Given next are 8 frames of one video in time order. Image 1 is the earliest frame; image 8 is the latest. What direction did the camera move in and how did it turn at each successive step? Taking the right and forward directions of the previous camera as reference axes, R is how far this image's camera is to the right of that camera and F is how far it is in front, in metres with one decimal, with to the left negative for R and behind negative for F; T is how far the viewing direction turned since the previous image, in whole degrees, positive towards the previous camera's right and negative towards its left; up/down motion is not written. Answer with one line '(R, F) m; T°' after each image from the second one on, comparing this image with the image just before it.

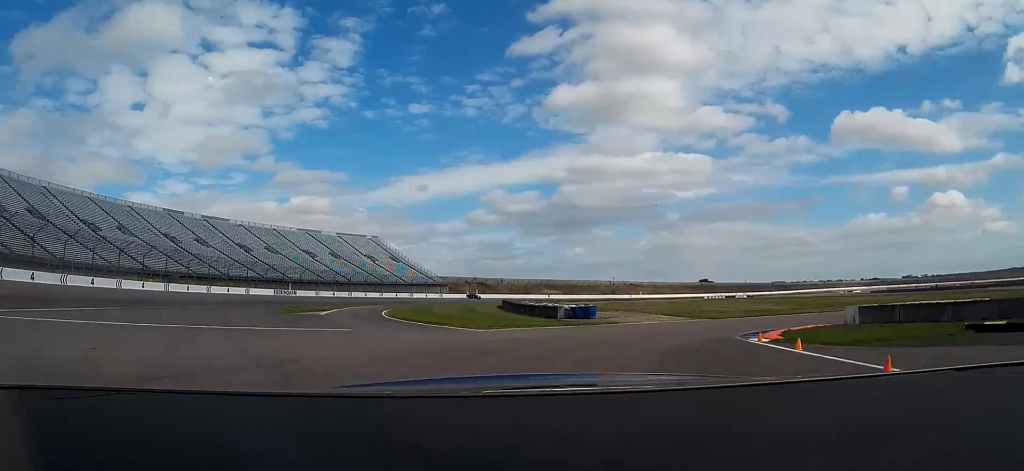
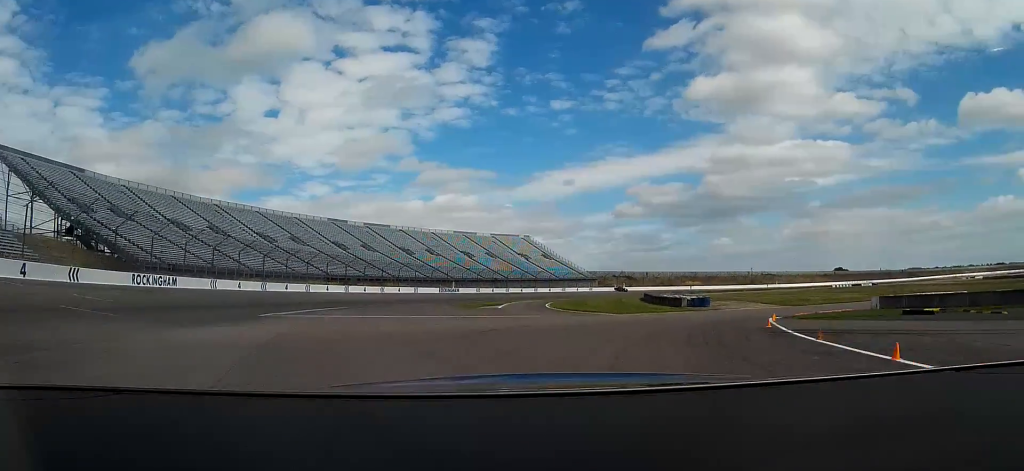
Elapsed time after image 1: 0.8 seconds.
(-2.6, +16.2) m; -14°
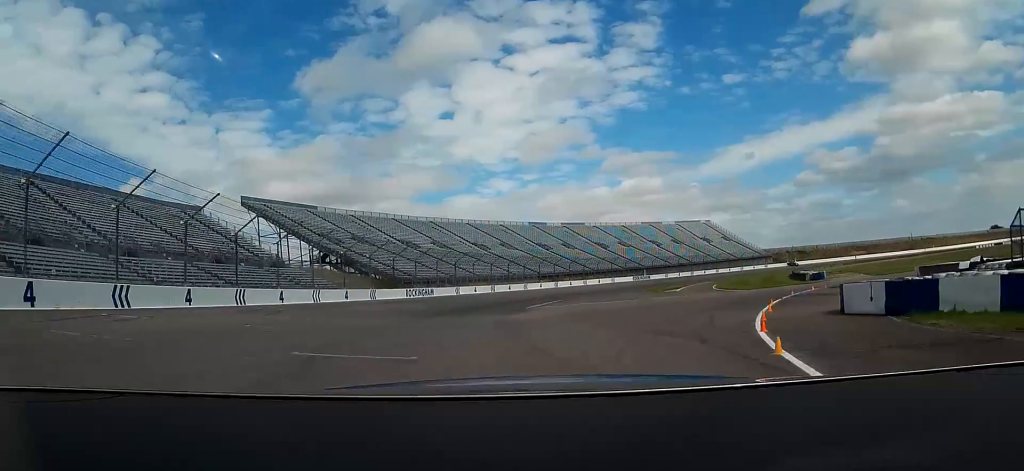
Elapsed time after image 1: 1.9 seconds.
(-3.6, +25.2) m; -16°
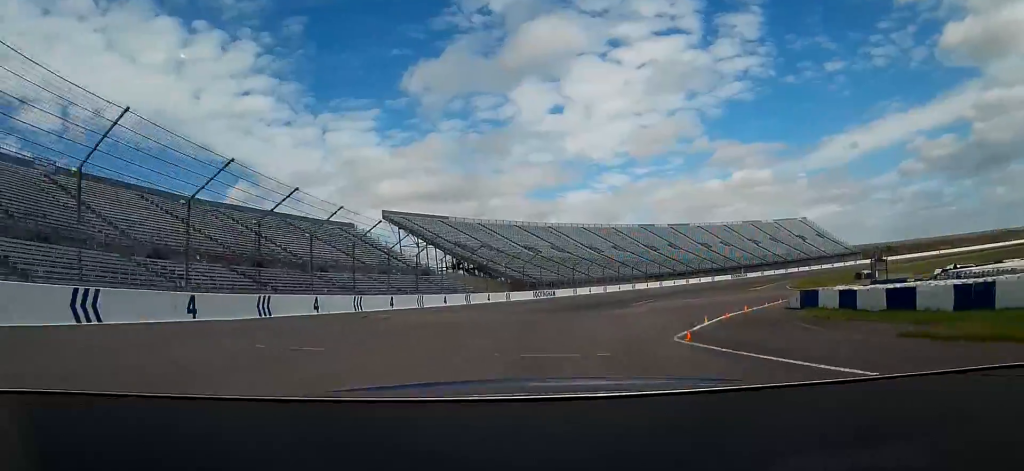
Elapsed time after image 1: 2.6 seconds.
(-1.8, +18.9) m; -9°
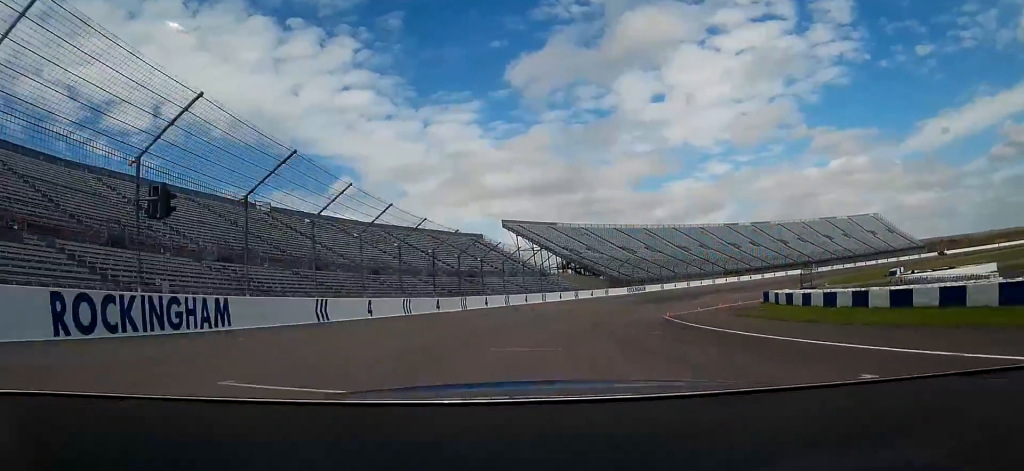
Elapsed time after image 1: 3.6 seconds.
(-2.9, +28.5) m; -9°
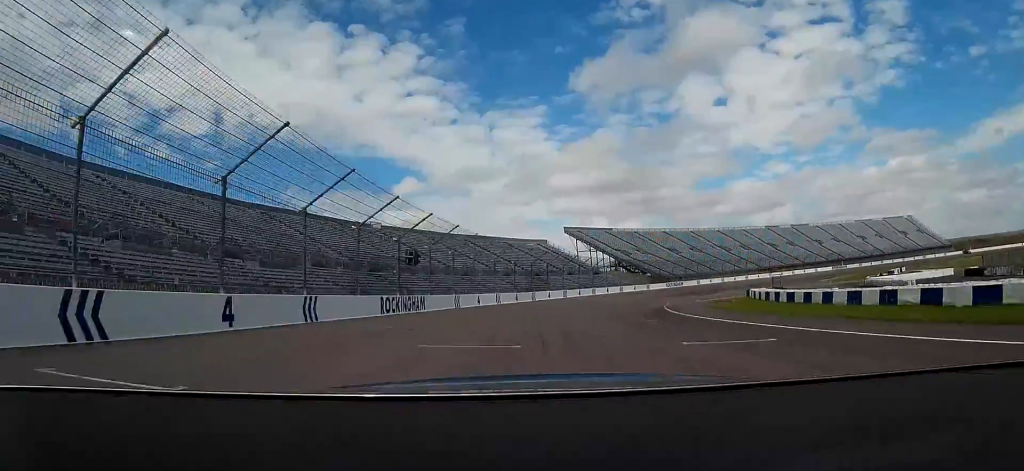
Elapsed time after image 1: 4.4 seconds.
(-1.3, +25.2) m; -5°
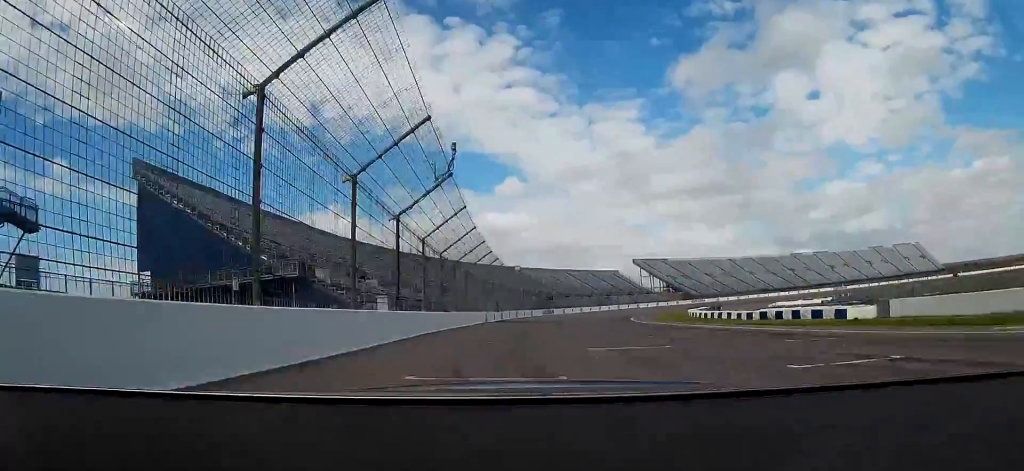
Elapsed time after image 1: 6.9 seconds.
(-8.4, +89.9) m; -8°
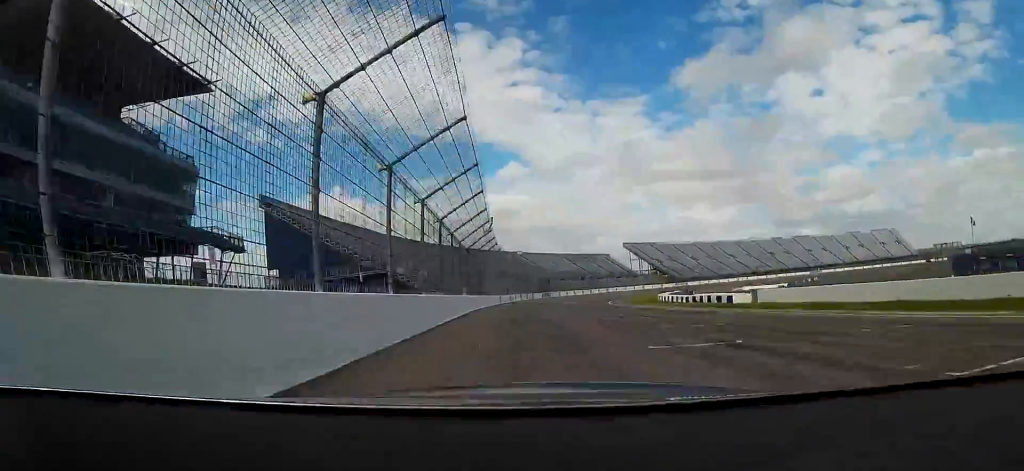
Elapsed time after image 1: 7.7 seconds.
(-0.3, +30.8) m; -1°
